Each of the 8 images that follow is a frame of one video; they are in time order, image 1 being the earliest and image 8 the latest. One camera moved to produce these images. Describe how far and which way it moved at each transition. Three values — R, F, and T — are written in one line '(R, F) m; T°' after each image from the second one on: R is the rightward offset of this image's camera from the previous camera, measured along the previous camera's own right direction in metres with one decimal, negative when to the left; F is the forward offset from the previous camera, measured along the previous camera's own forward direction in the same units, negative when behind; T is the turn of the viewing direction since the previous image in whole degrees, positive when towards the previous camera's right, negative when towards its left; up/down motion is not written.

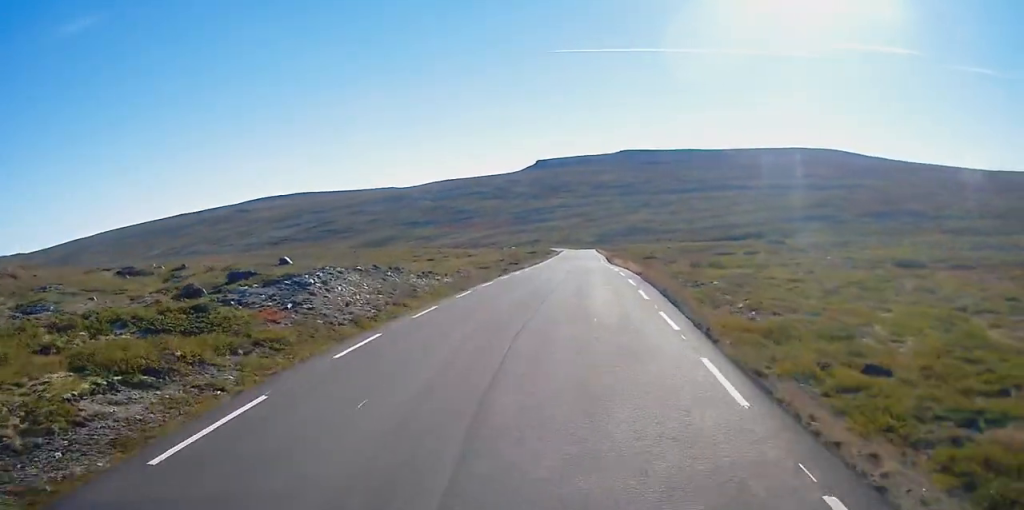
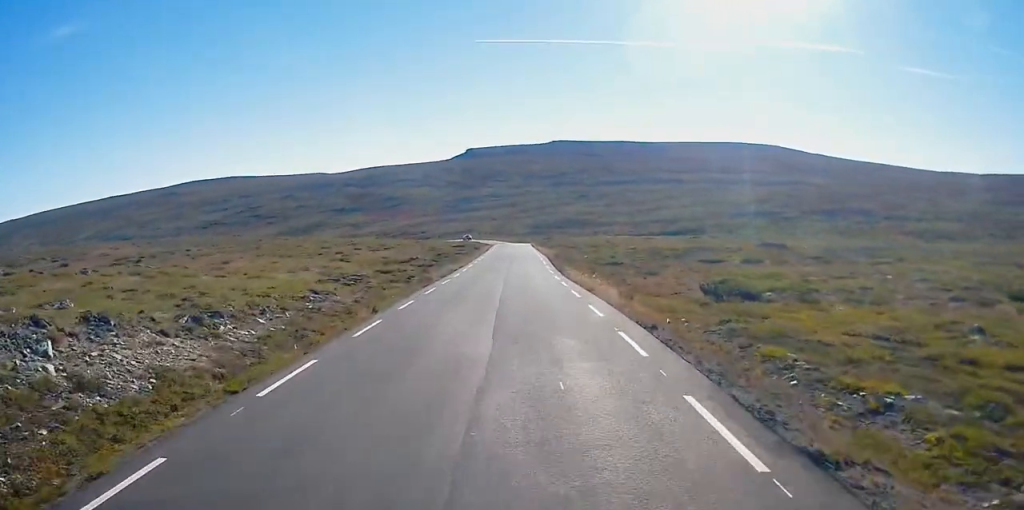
(+0.6, +20.4) m; +4°
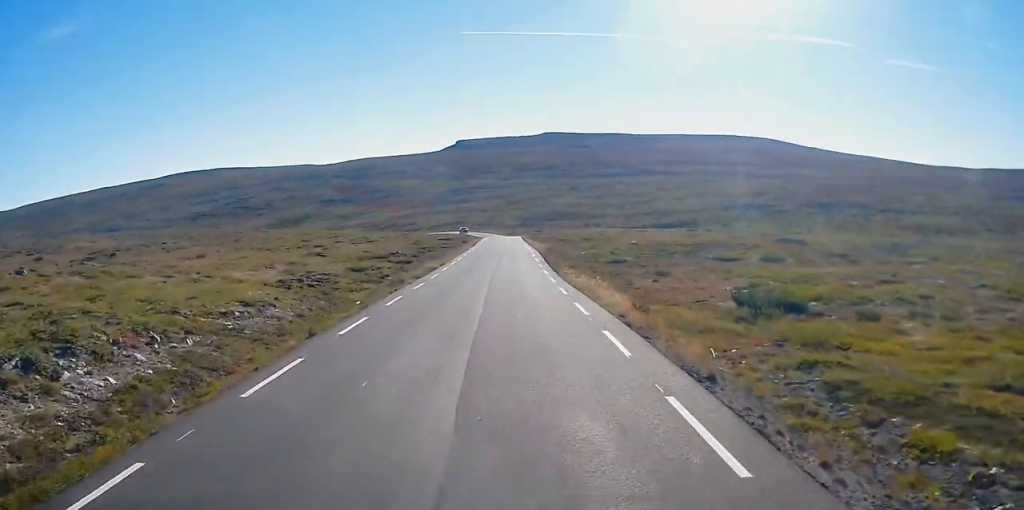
(+0.2, +6.2) m; 0°
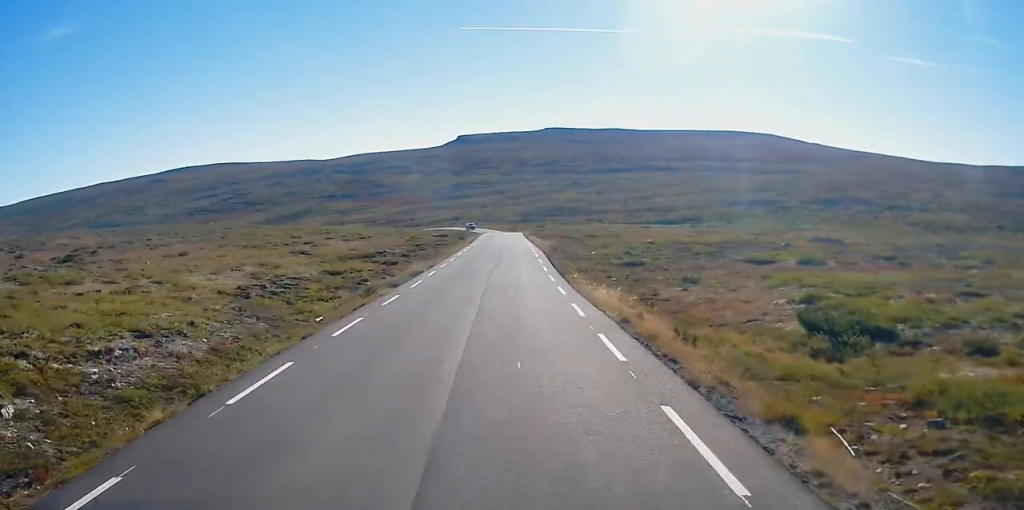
(+0.2, +6.4) m; 0°
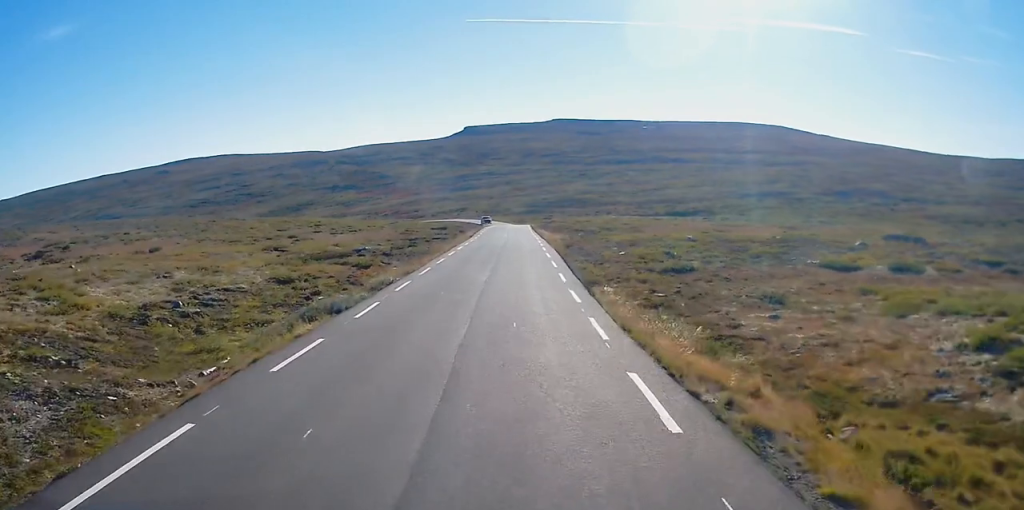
(-0.4, +10.4) m; 0°
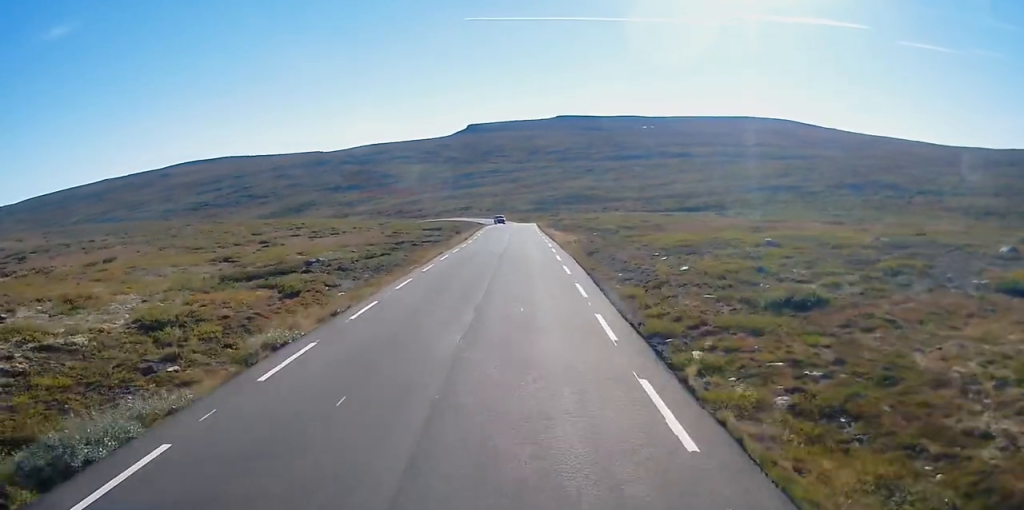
(+0.4, +12.8) m; +2°
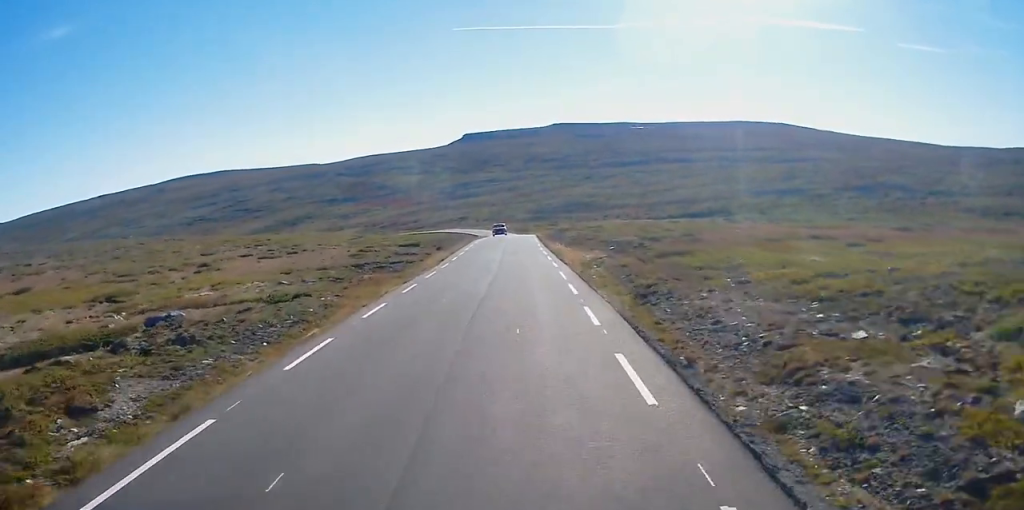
(0.0, +16.3) m; -2°
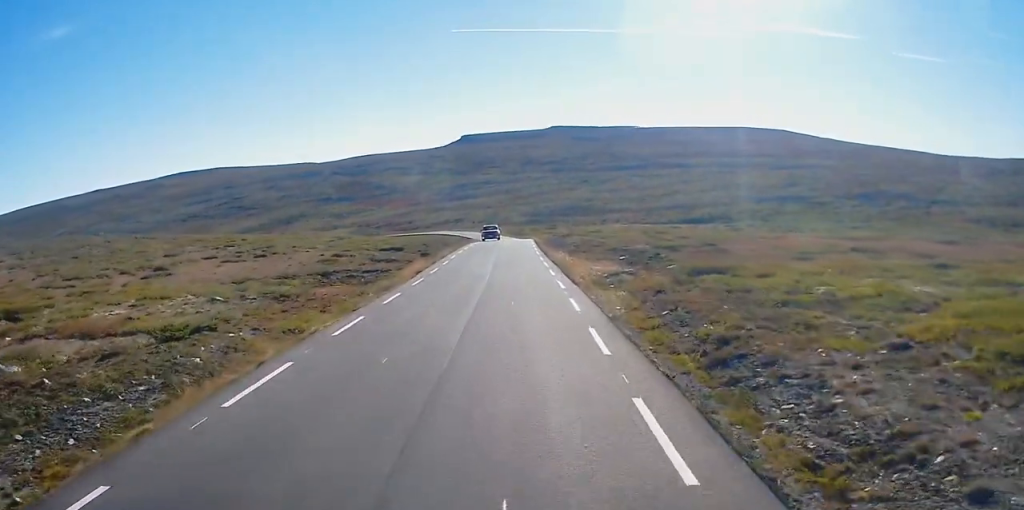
(-0.4, +8.4) m; 0°
